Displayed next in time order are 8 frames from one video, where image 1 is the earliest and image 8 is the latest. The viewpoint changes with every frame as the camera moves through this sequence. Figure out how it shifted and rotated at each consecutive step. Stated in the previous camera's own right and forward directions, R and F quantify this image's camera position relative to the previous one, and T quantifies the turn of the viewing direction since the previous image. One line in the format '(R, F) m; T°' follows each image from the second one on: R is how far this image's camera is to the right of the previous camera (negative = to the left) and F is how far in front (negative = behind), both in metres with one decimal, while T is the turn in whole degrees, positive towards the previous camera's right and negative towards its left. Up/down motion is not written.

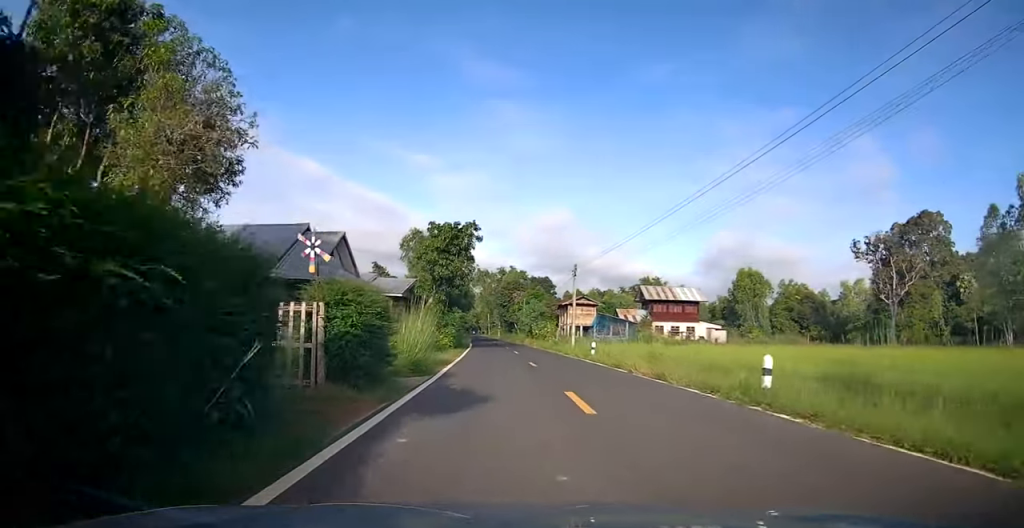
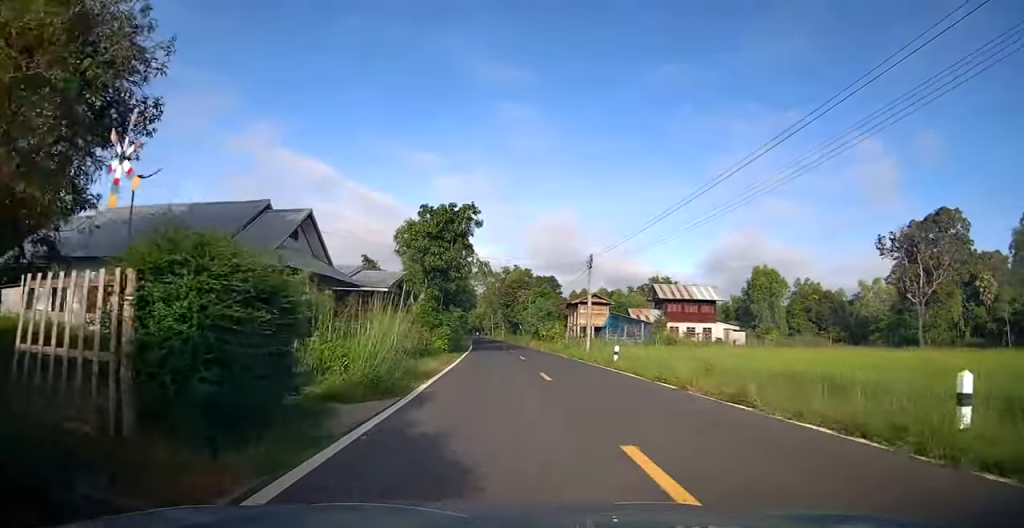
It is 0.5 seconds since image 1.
(0.0, +5.3) m; 0°
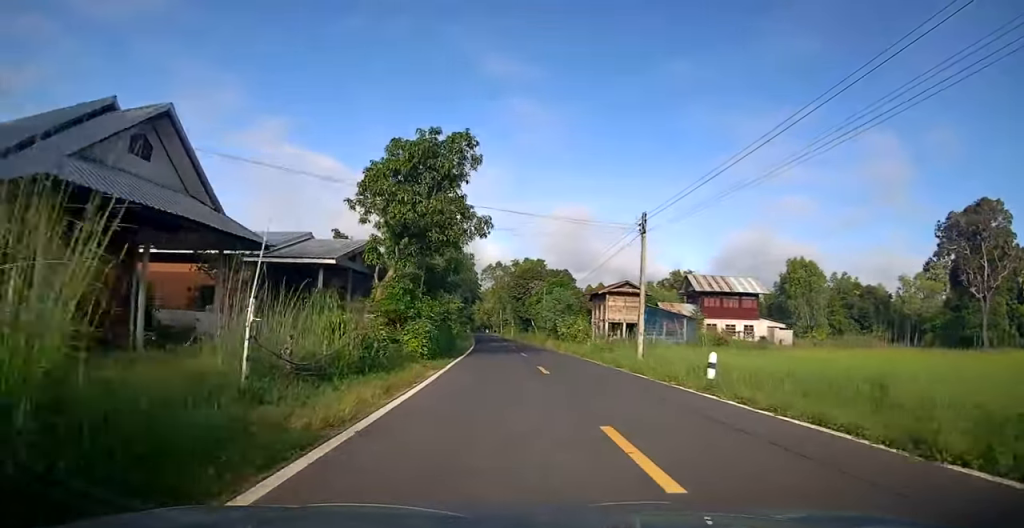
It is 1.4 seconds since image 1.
(-0.1, +10.6) m; -1°
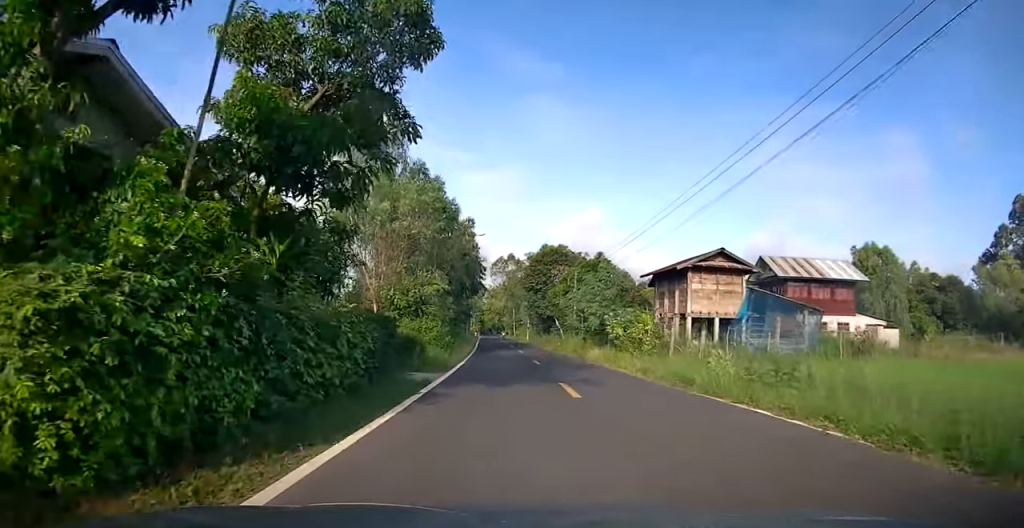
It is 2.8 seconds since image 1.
(-0.4, +17.3) m; -2°
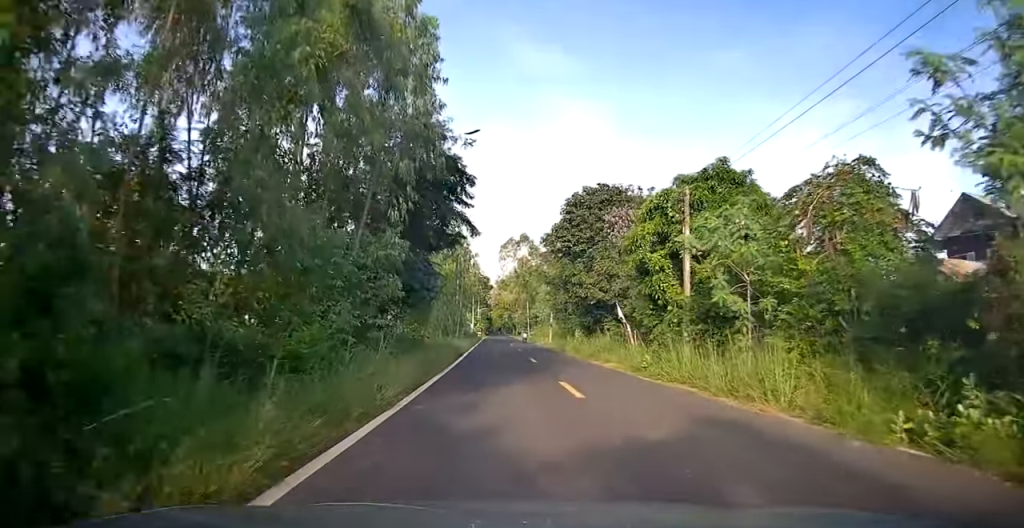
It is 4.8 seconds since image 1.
(-0.2, +24.2) m; 0°
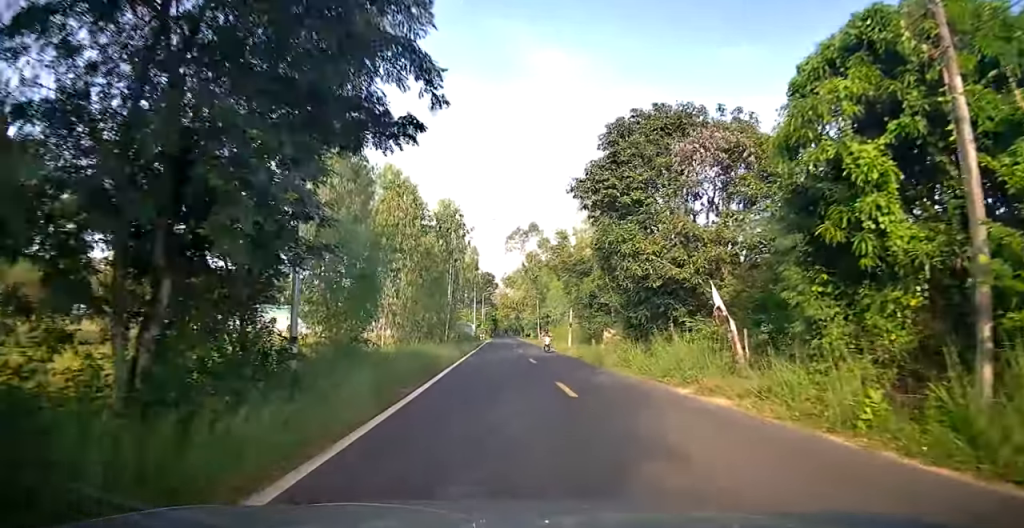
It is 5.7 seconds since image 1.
(+0.1, +11.3) m; 0°
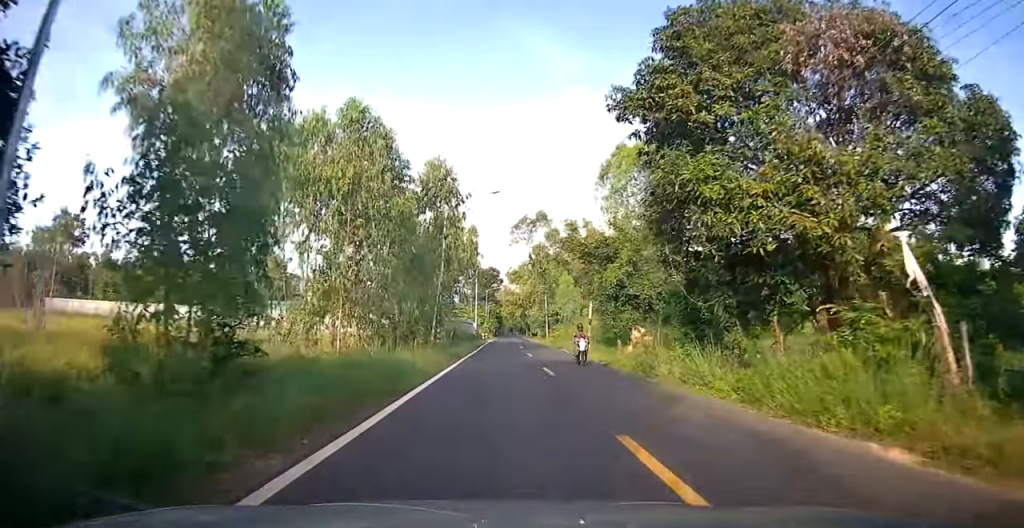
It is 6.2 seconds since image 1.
(0.0, +7.3) m; -1°
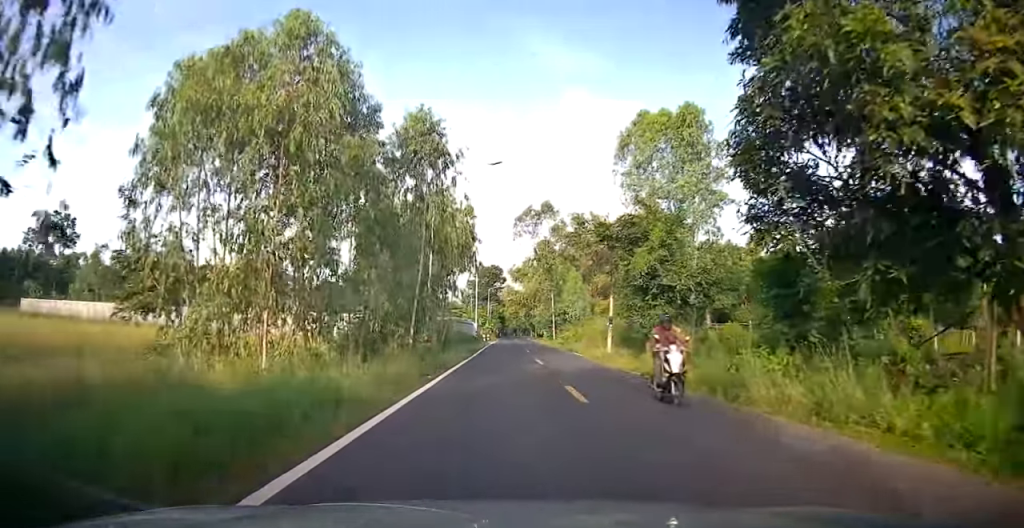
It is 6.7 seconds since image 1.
(-0.1, +5.8) m; -1°
